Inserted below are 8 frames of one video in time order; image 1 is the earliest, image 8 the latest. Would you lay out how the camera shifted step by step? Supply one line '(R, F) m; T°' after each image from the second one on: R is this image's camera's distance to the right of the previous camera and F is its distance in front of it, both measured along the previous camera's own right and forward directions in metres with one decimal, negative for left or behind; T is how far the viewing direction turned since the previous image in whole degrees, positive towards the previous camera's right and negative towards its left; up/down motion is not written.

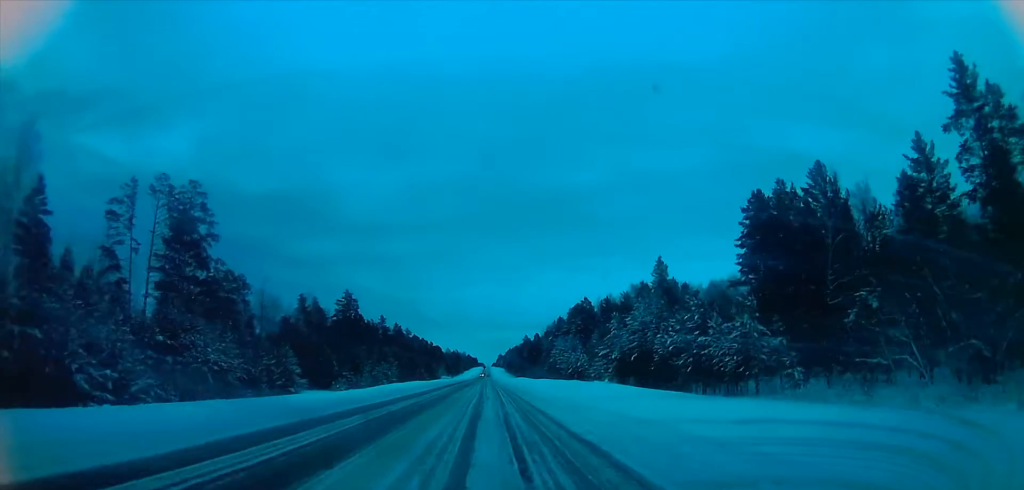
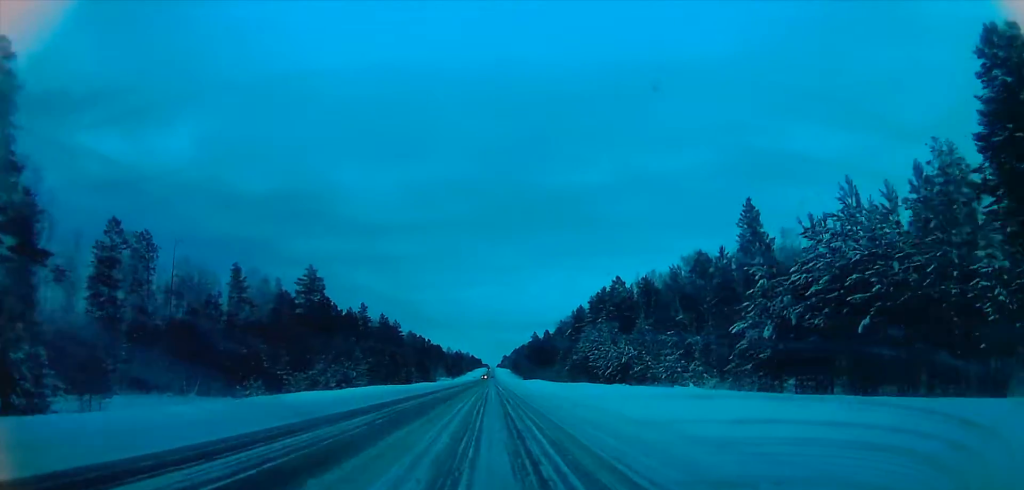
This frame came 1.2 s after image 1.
(0.0, +43.9) m; 0°
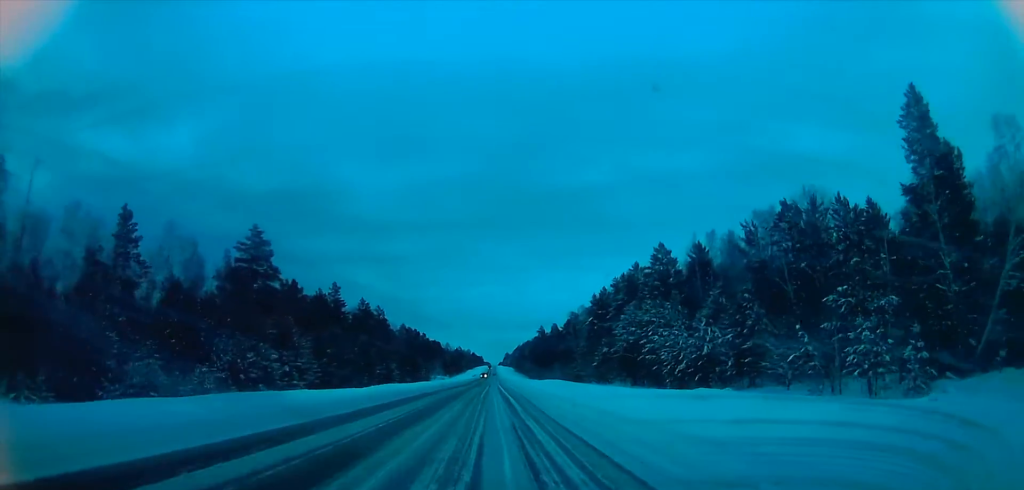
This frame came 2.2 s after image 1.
(0.0, +38.0) m; 0°
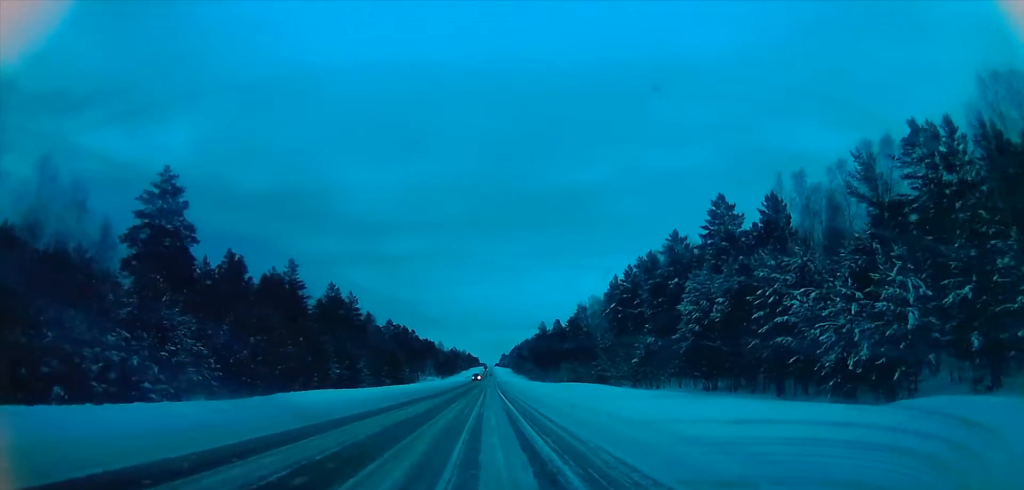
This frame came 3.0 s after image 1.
(0.0, +33.1) m; 0°
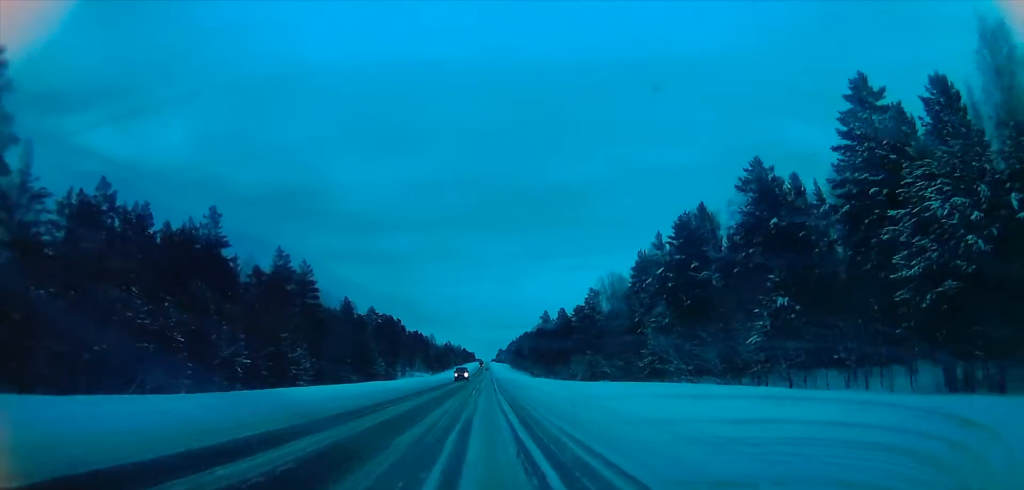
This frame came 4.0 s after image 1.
(-0.1, +33.2) m; -1°
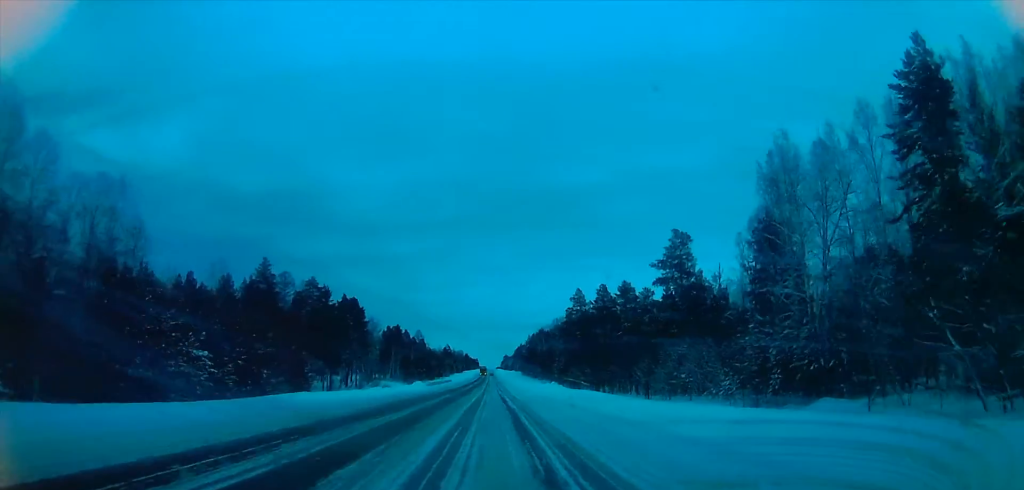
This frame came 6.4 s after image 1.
(+0.5, +82.5) m; 0°
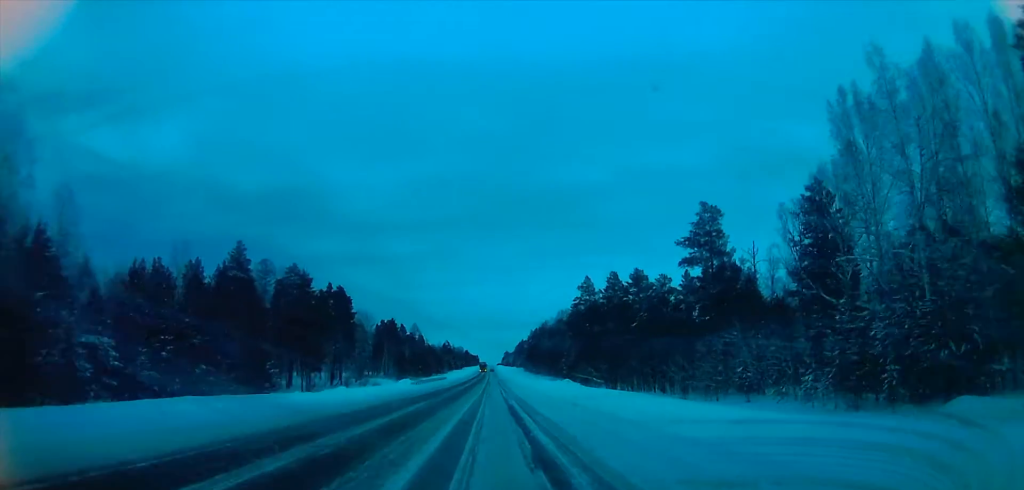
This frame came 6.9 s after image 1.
(-0.3, +15.3) m; 0°
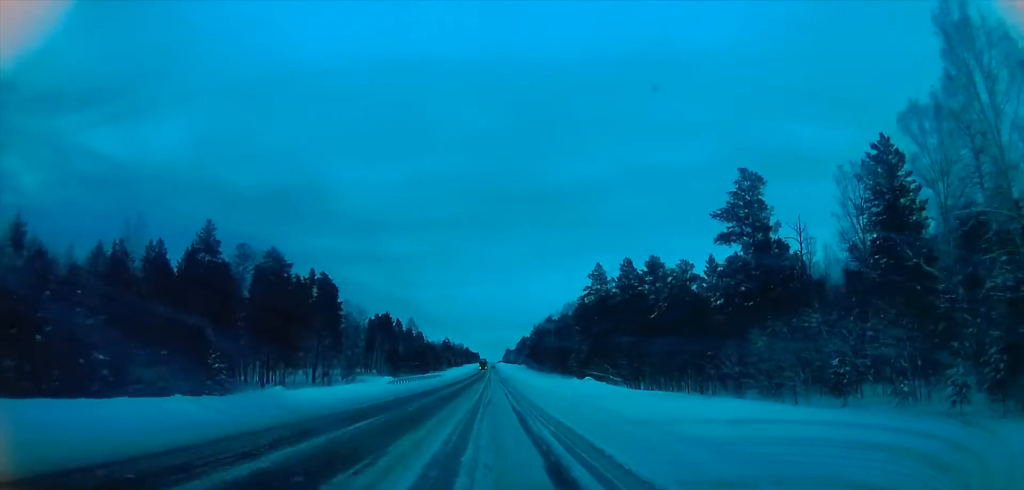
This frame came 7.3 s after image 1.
(-0.4, +15.4) m; 0°
